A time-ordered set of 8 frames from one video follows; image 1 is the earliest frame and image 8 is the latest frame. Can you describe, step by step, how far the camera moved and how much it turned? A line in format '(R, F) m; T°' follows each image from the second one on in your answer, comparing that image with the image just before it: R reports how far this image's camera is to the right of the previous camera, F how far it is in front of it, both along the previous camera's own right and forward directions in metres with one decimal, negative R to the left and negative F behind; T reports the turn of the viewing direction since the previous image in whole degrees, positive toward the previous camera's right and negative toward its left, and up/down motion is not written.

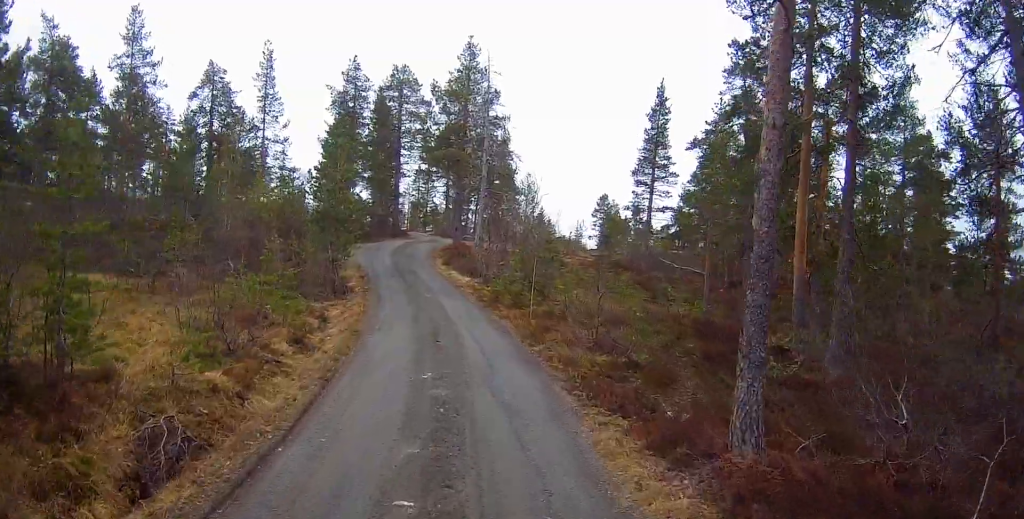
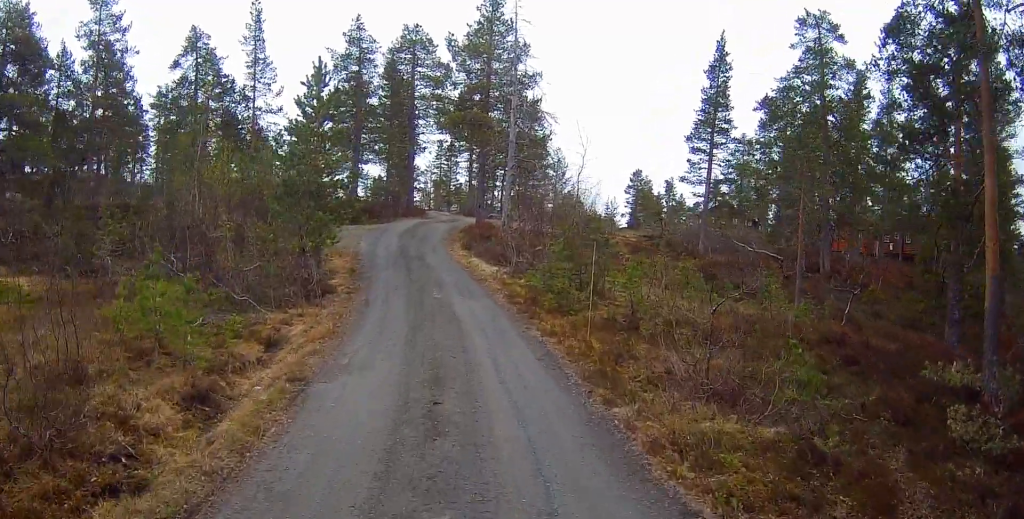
(0.0, +4.7) m; -2°
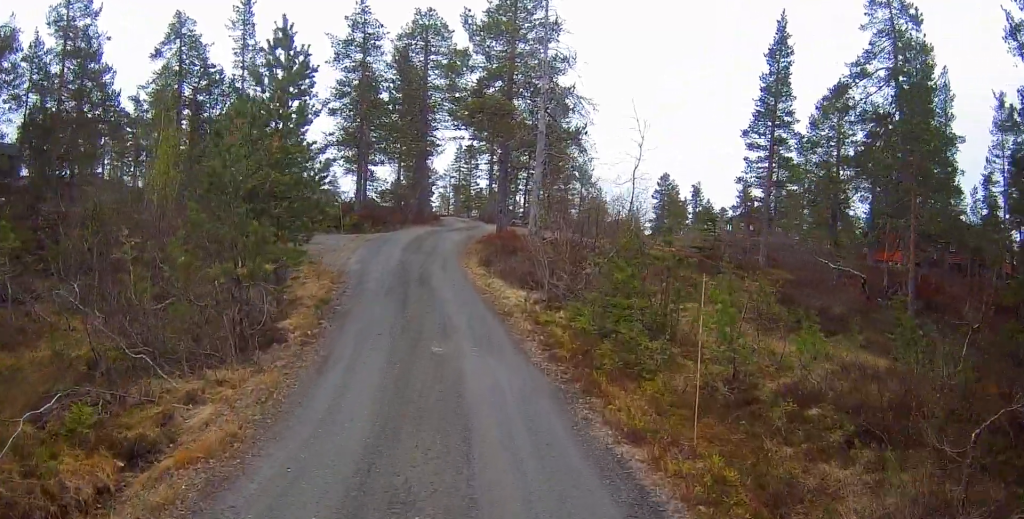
(0.0, +3.9) m; -4°
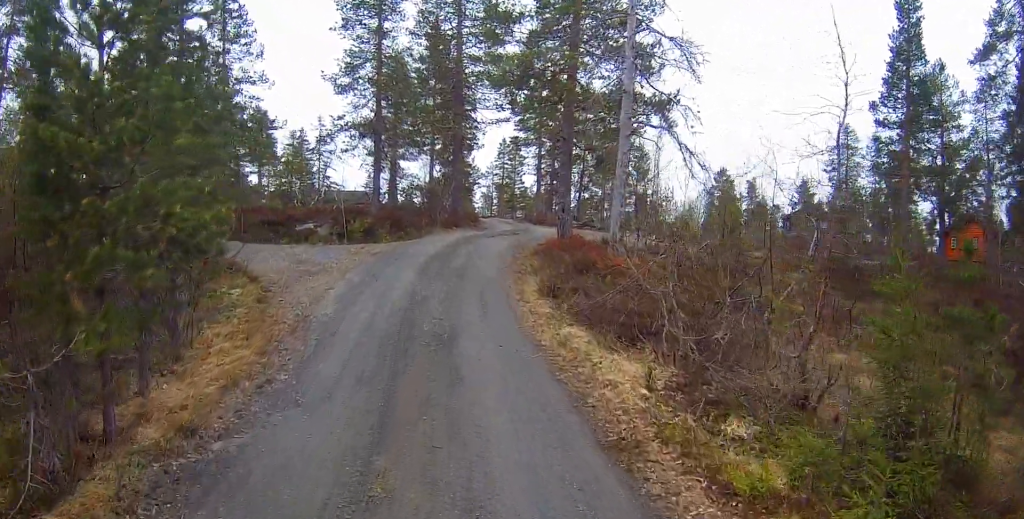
(-0.2, +6.4) m; -3°
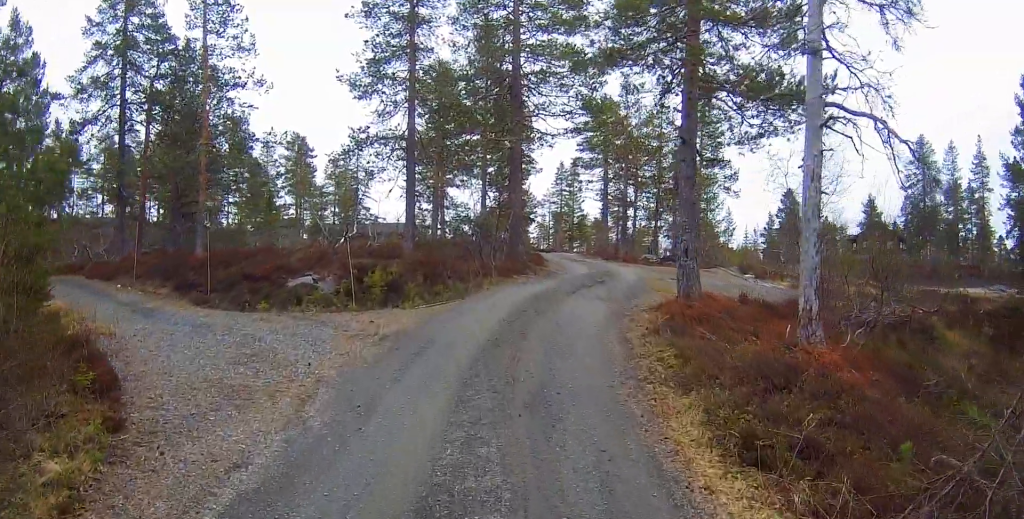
(-0.3, +6.4) m; -5°
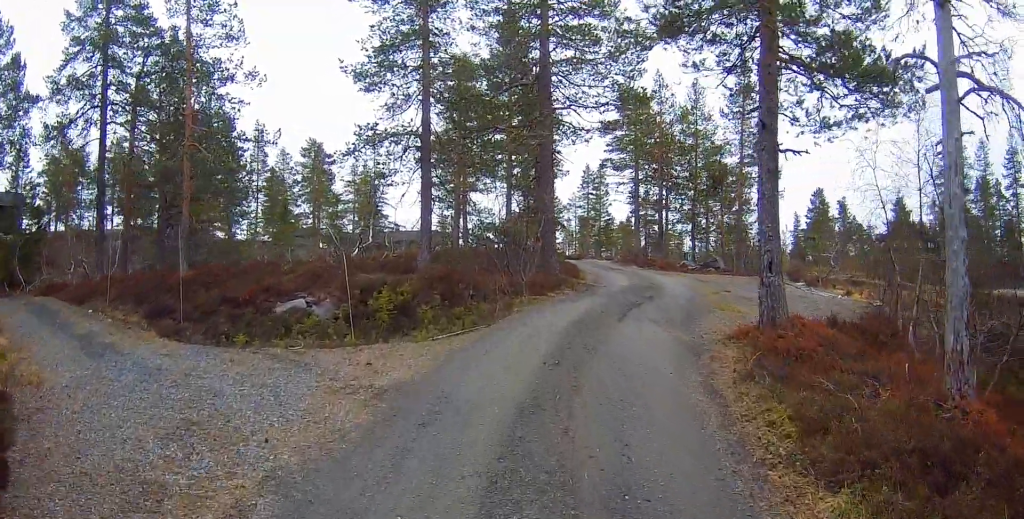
(0.0, +2.6) m; +1°
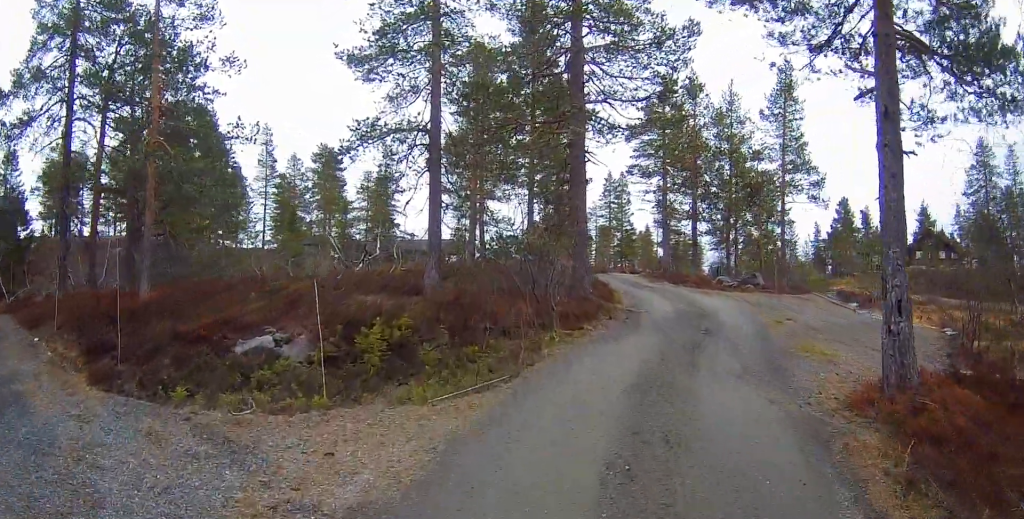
(+0.1, +3.0) m; +2°
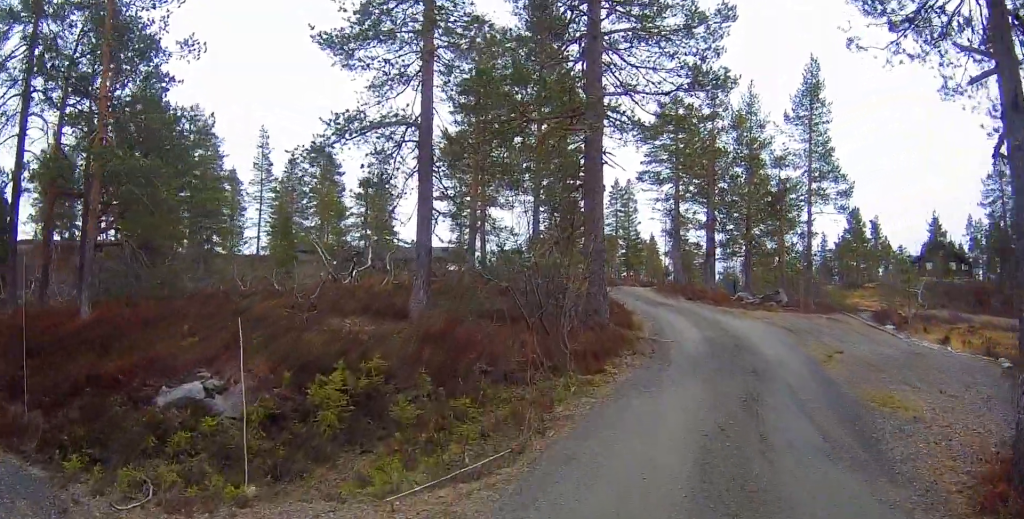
(0.0, +2.4) m; 0°
